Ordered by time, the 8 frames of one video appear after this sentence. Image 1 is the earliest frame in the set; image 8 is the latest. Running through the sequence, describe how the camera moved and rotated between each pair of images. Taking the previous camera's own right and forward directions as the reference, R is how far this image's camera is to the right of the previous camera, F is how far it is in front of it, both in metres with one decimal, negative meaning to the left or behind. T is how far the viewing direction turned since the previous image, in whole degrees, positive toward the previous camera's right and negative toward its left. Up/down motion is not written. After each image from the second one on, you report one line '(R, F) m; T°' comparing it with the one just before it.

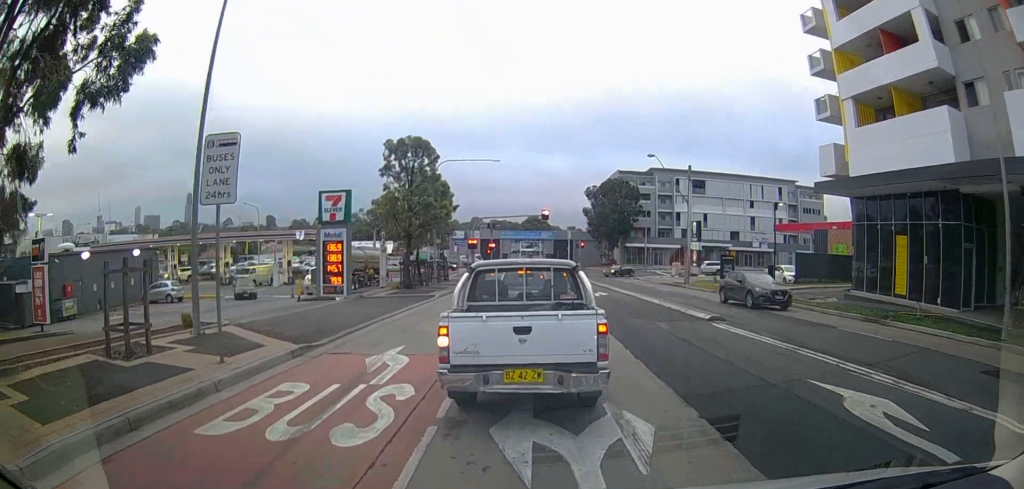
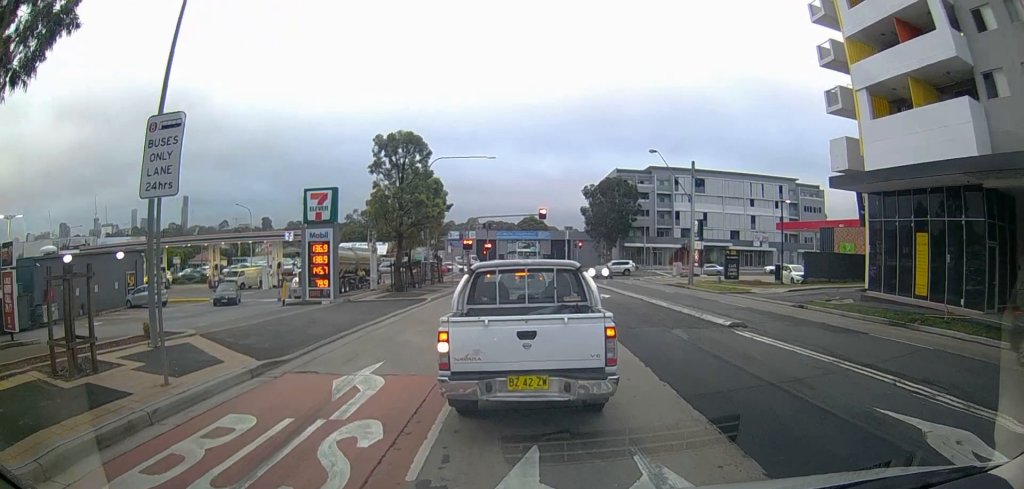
(-0.2, +2.7) m; -3°
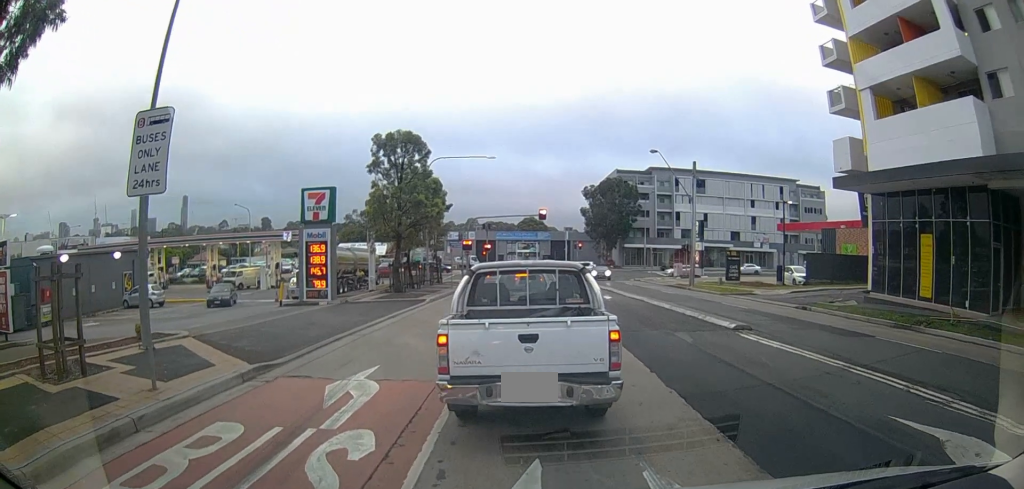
(0.0, +0.6) m; 0°
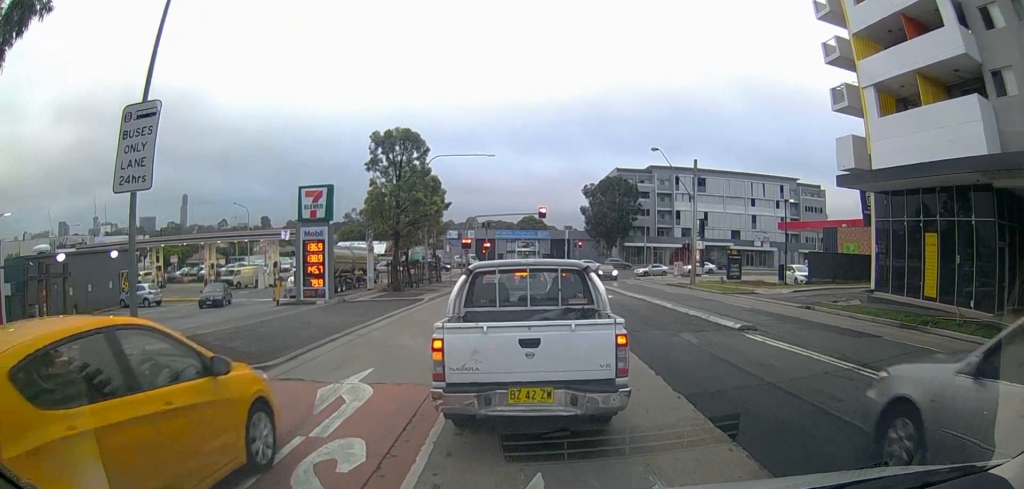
(0.0, +0.8) m; 0°
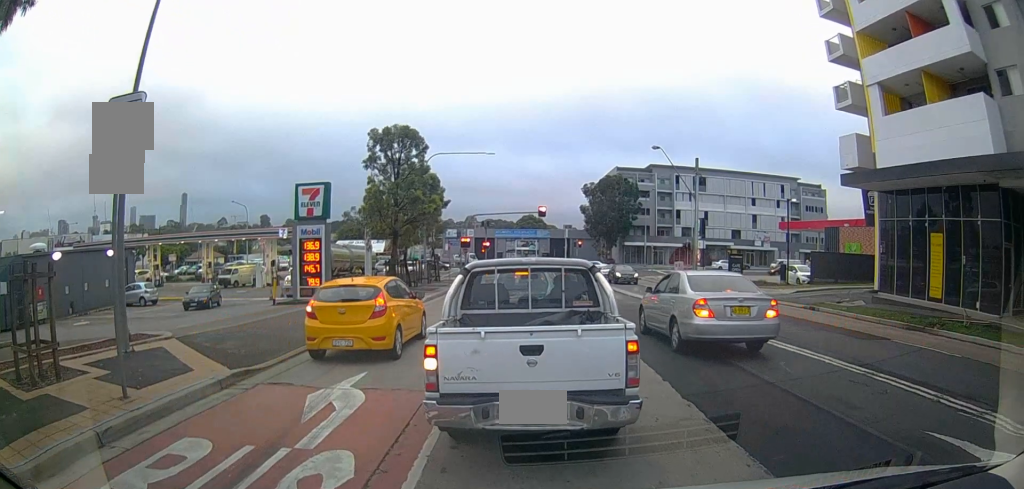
(0.0, +0.5) m; 0°
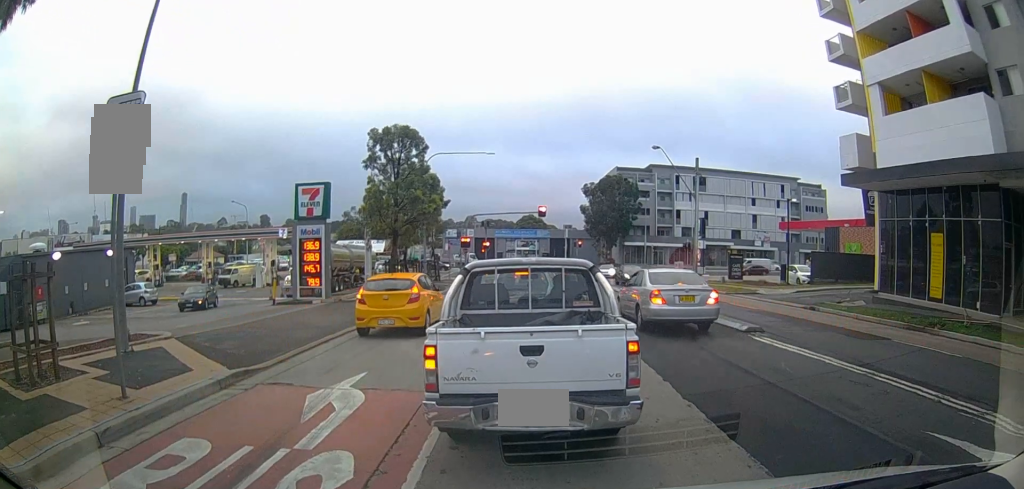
(0.0, +0.1) m; 0°
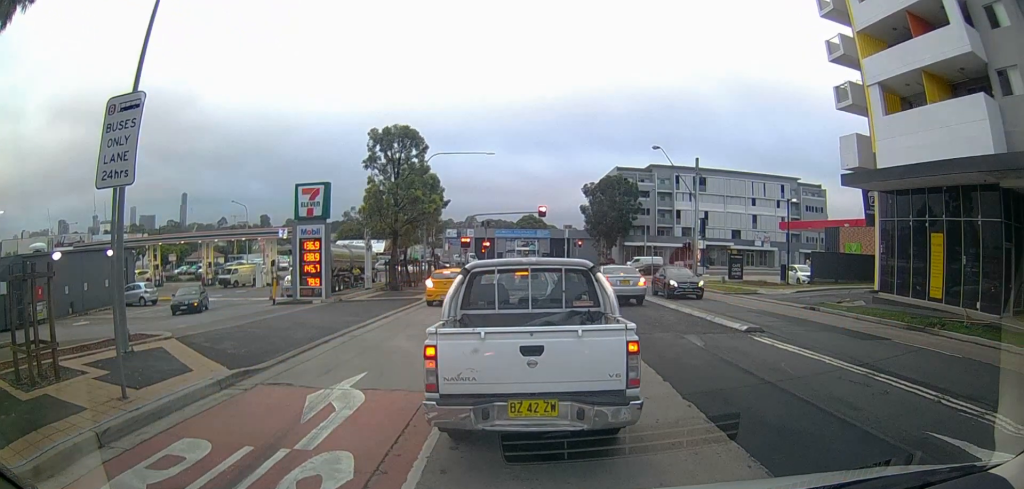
(0.0, +0.1) m; 0°
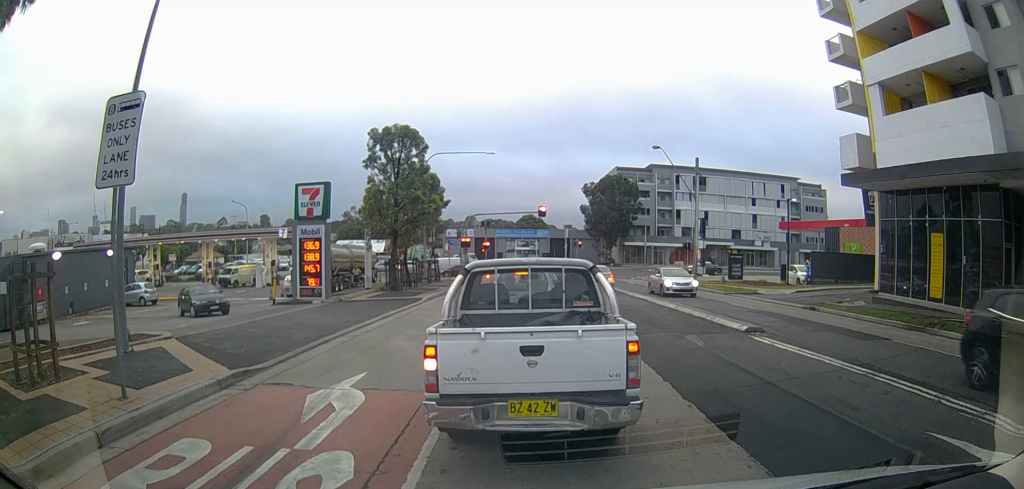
(0.0, 0.0) m; 0°
